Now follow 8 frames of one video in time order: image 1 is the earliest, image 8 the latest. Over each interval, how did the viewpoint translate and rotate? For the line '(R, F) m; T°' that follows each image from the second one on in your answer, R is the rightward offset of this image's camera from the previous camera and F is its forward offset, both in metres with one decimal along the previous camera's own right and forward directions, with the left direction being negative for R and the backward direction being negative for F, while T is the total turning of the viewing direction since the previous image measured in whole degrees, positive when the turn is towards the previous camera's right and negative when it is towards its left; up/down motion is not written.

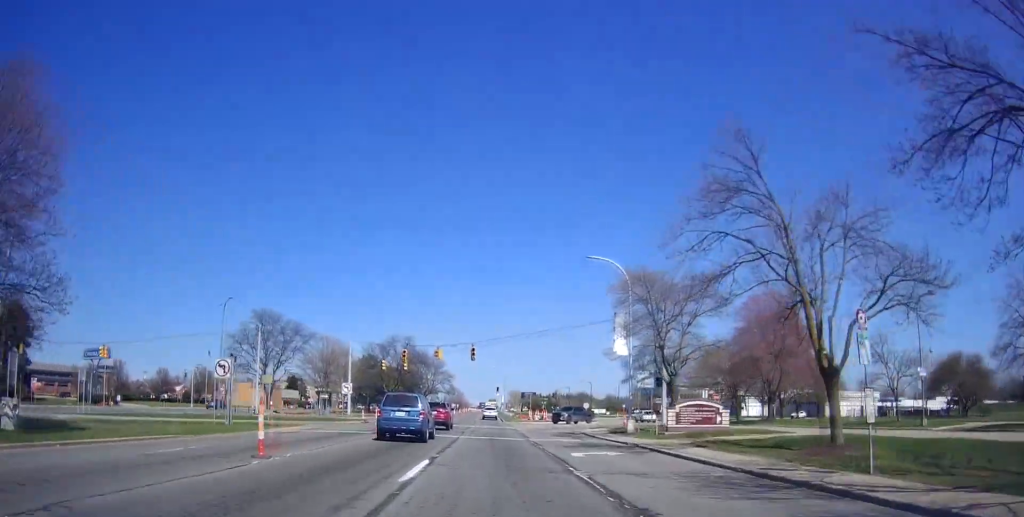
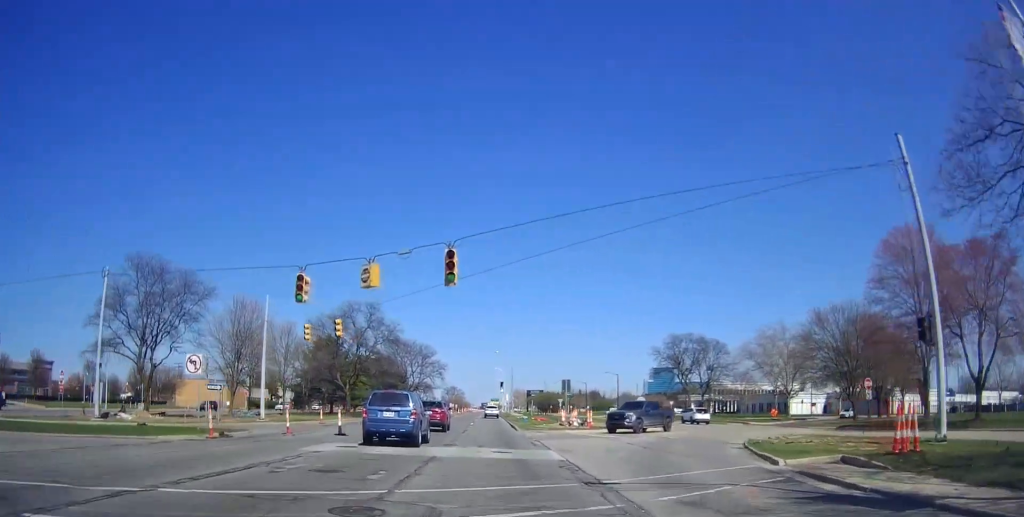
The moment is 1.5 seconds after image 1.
(+0.5, +28.7) m; 0°
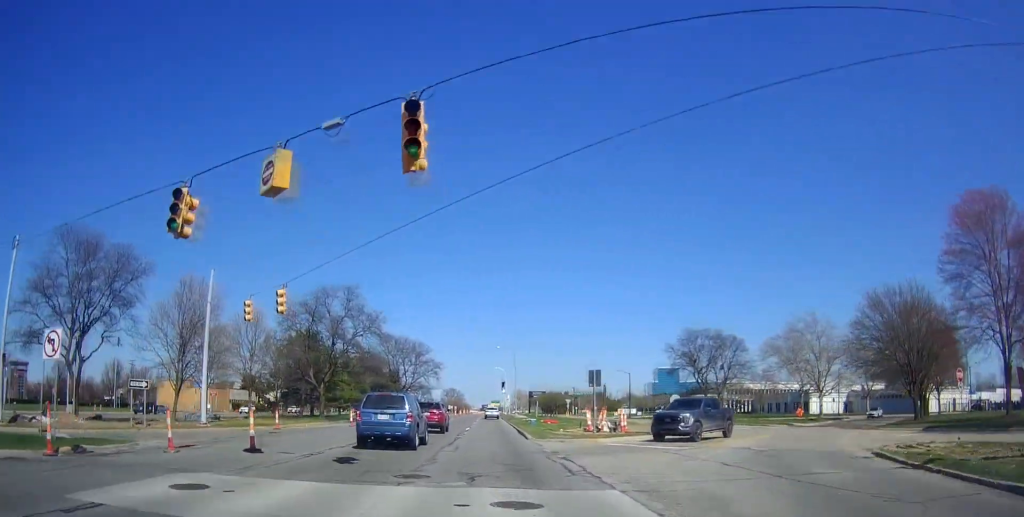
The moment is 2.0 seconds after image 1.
(-0.1, +9.8) m; 0°
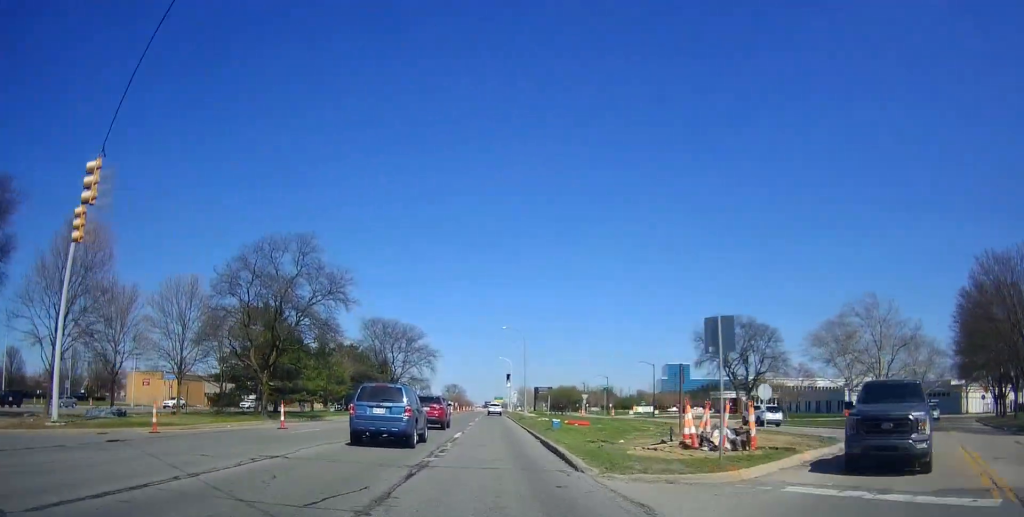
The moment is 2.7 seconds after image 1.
(-0.2, +14.4) m; 0°
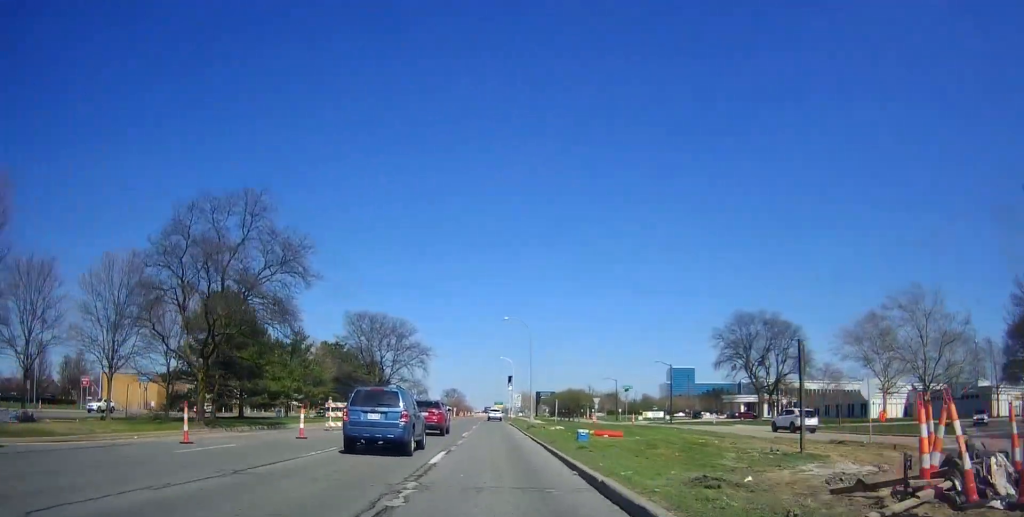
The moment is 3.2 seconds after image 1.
(+0.1, +9.1) m; 0°
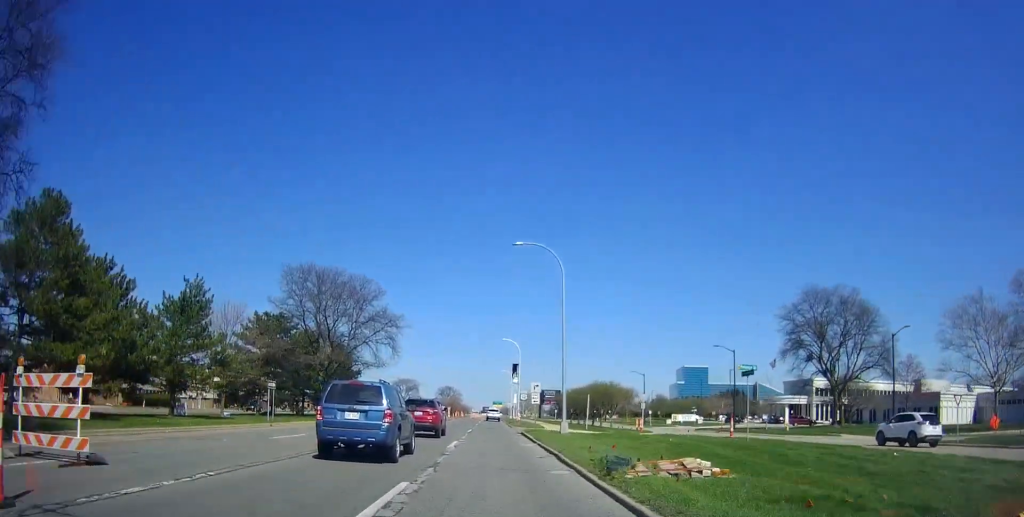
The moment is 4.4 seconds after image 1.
(-0.1, +23.5) m; 0°
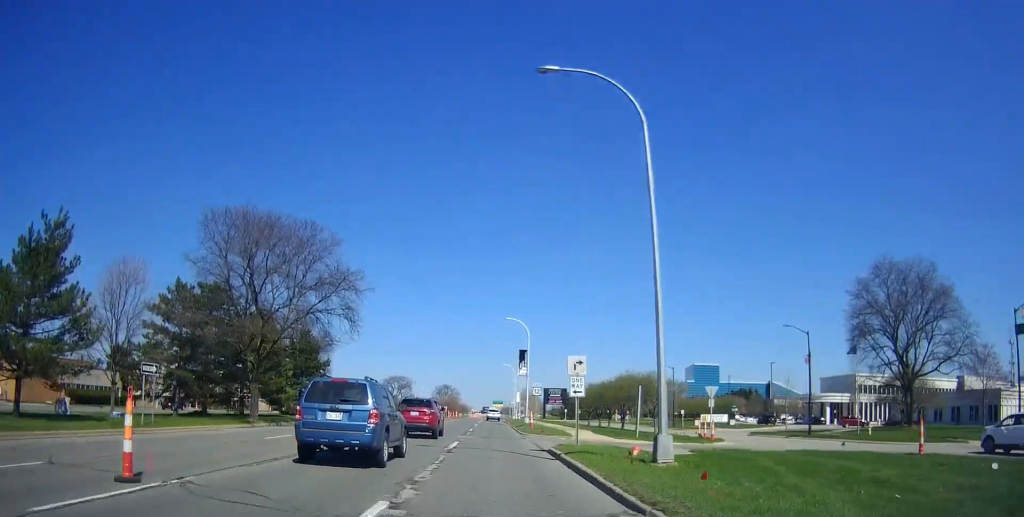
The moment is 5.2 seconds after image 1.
(+0.1, +16.3) m; 0°
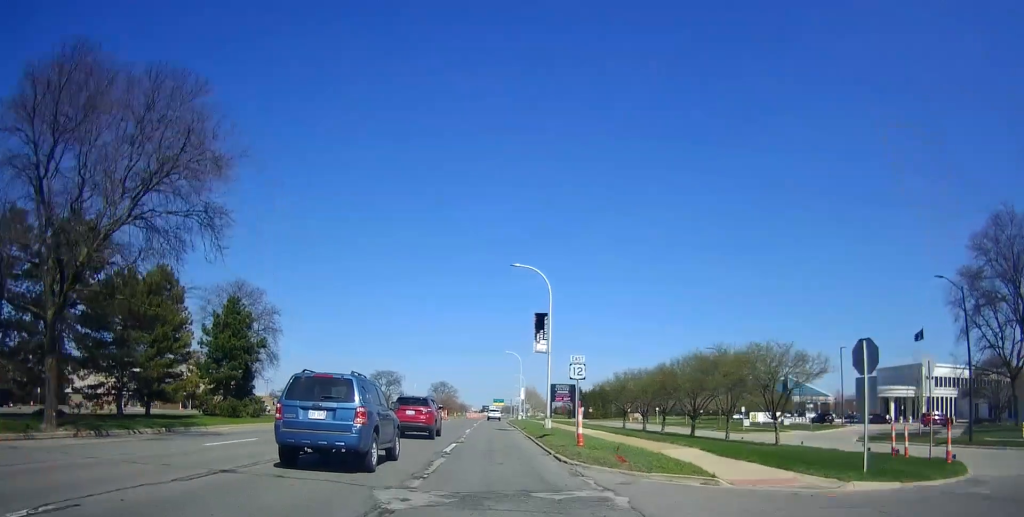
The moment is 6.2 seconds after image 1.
(-0.1, +20.0) m; +1°
